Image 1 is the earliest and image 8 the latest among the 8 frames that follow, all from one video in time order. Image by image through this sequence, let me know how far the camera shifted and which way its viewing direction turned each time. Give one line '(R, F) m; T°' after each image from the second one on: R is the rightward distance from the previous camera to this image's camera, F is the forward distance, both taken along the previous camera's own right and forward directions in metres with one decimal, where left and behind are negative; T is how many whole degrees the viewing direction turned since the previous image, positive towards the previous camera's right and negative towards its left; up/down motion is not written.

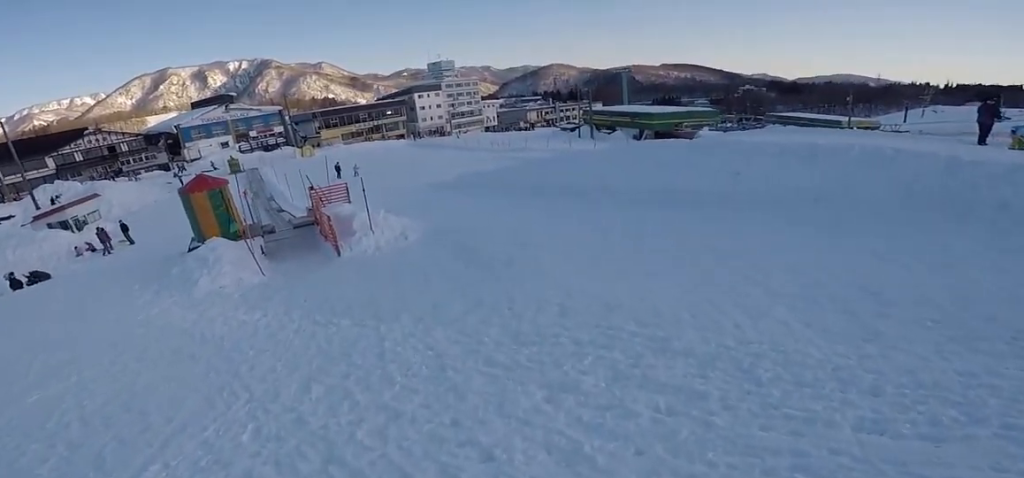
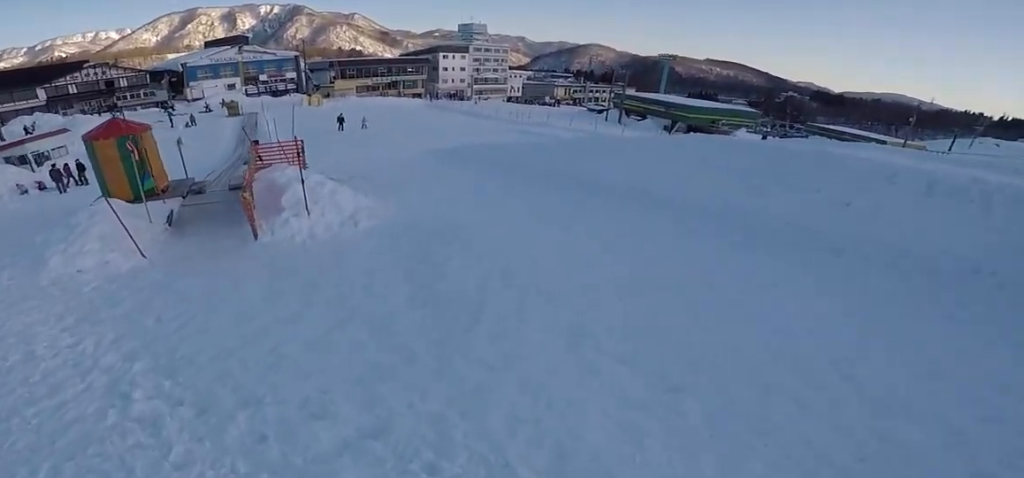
(+0.4, +3.9) m; +4°
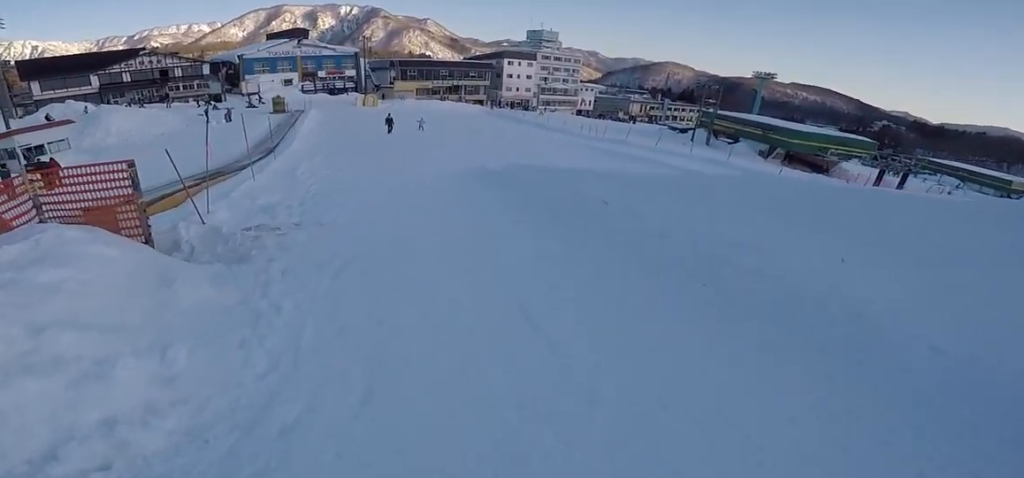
(-0.7, +7.1) m; -13°
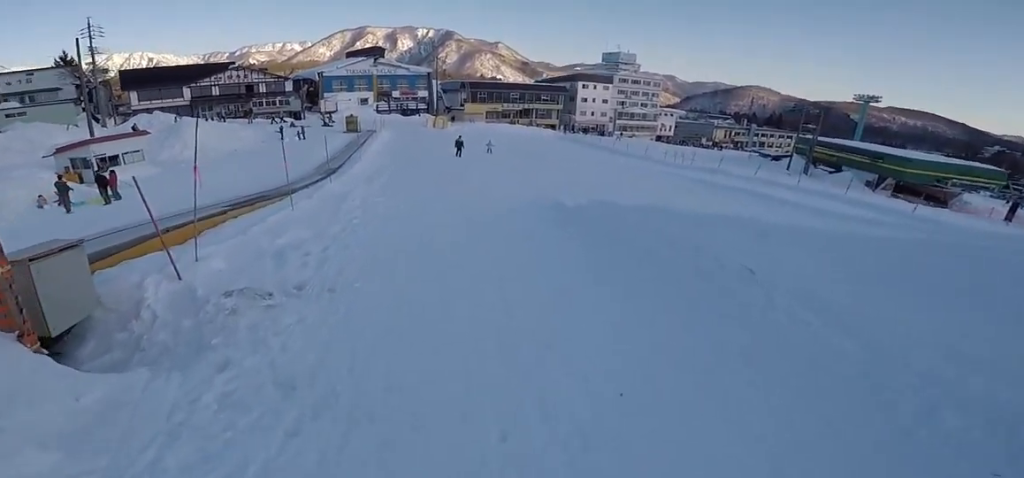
(-0.2, +2.8) m; -4°
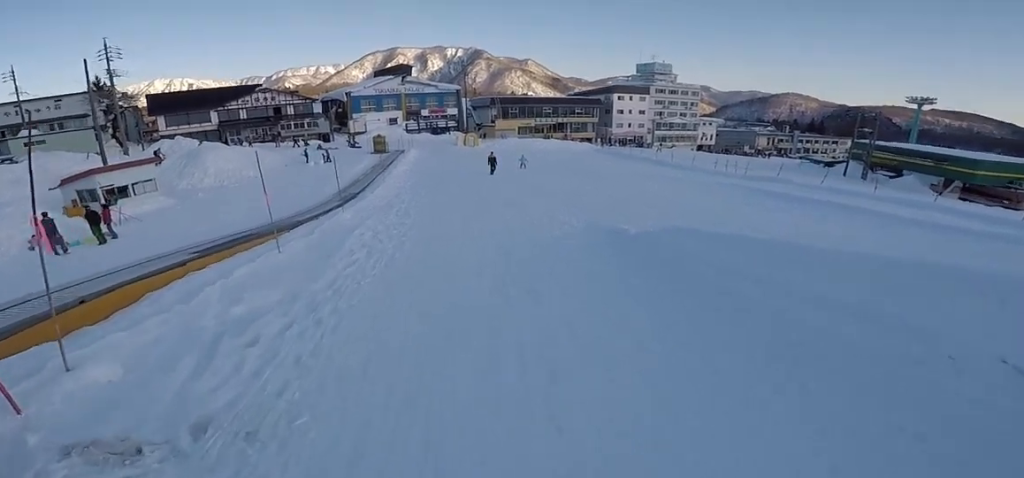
(-0.1, +3.1) m; -3°
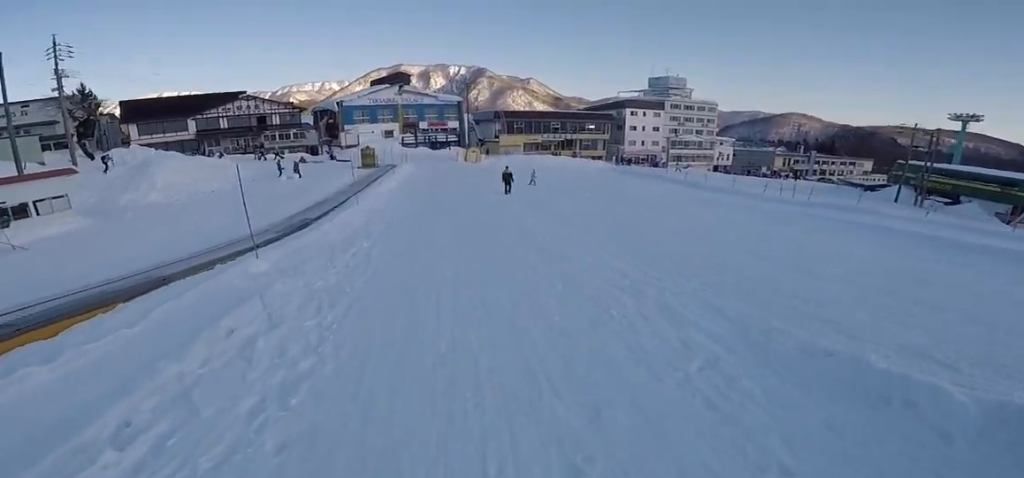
(-0.3, +7.0) m; -9°
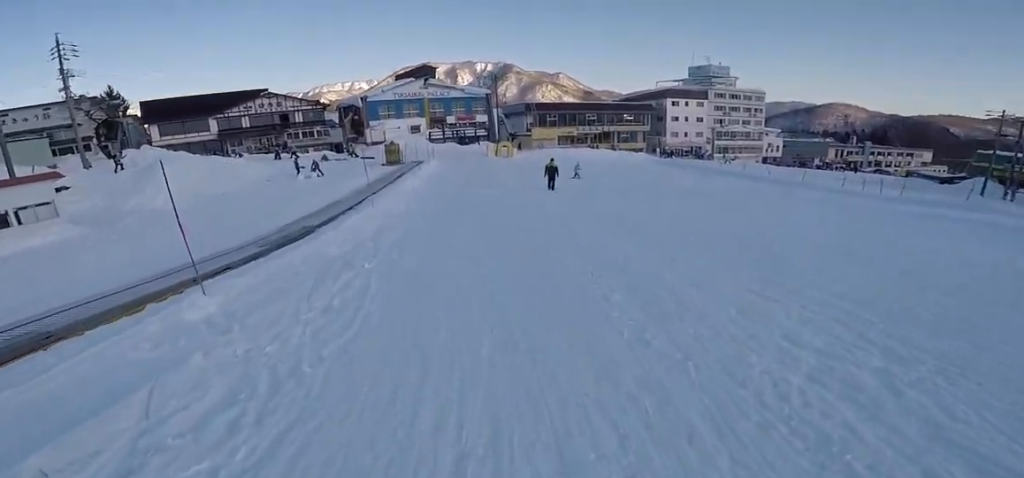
(0.0, +3.4) m; -6°
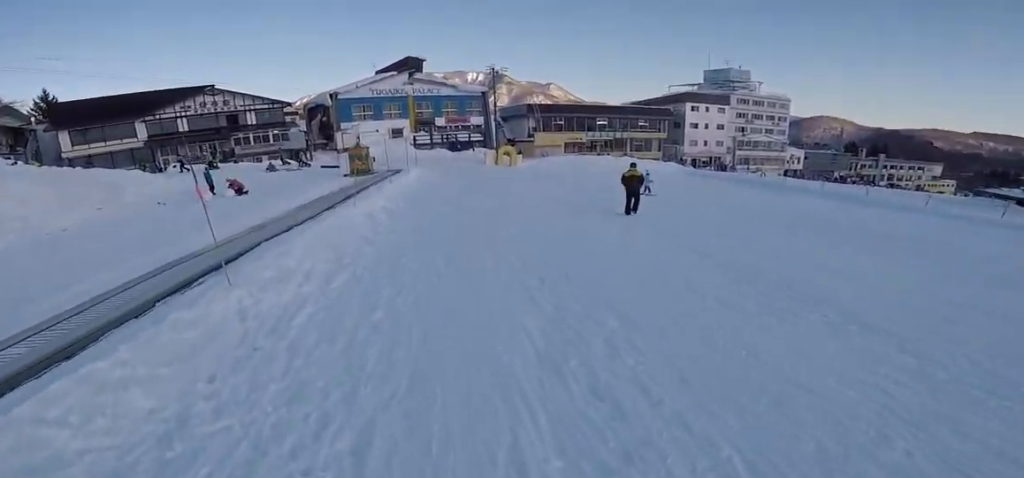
(-0.2, +10.4) m; +7°
